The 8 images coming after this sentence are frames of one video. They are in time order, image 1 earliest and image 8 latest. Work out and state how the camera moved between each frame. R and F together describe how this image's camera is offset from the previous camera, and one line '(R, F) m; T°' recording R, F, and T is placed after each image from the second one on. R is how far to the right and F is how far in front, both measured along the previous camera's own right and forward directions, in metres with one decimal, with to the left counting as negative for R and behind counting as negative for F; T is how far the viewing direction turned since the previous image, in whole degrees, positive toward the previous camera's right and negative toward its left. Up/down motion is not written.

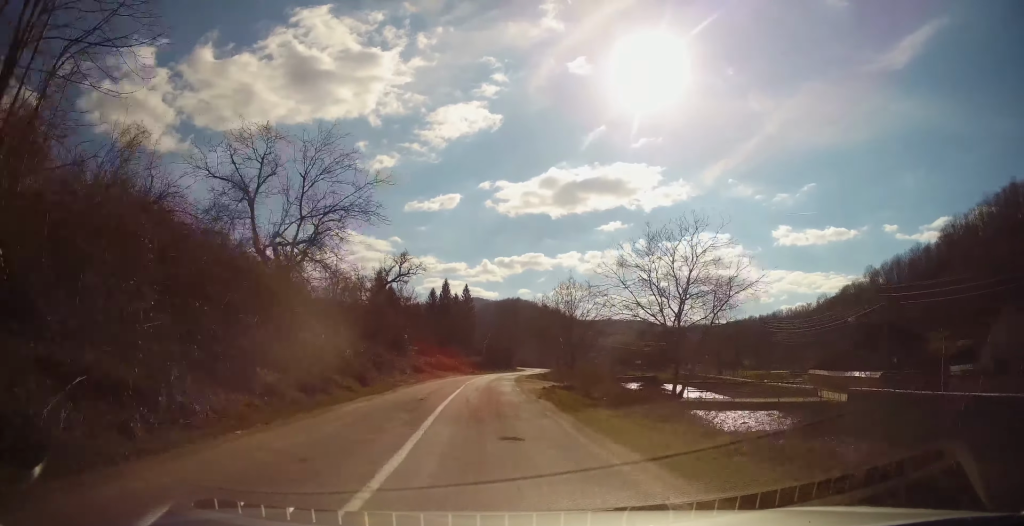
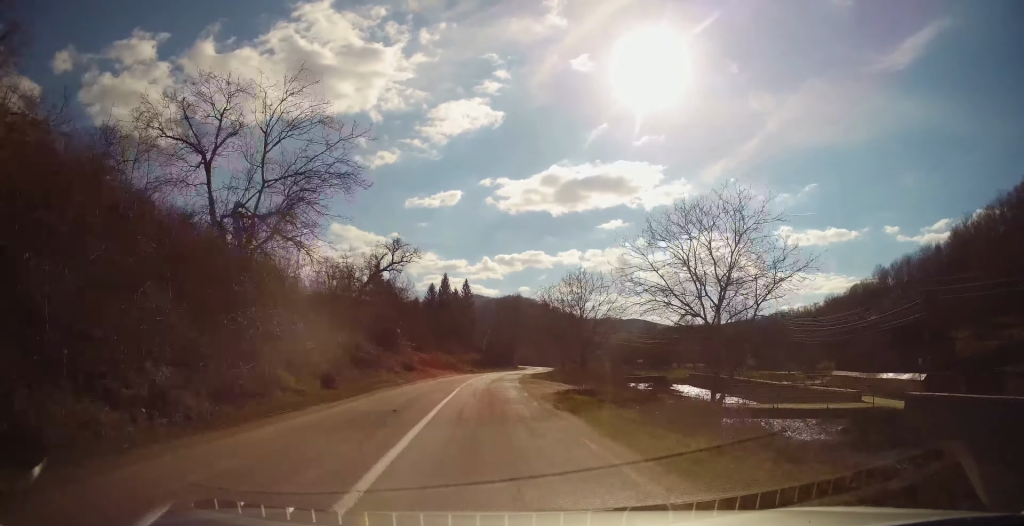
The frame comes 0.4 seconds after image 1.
(0.0, +5.0) m; 0°
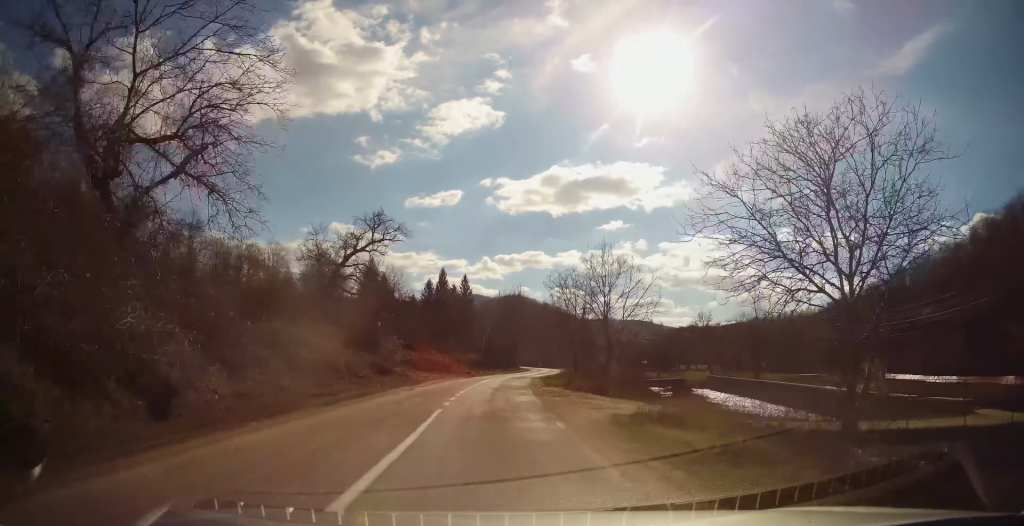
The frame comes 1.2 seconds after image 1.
(0.0, +9.3) m; 0°
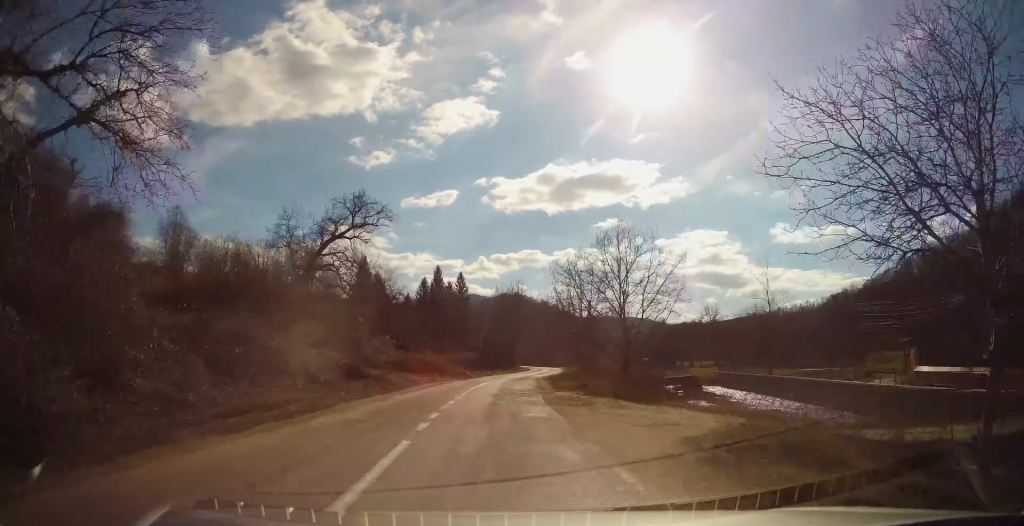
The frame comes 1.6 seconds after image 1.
(0.0, +5.2) m; 0°
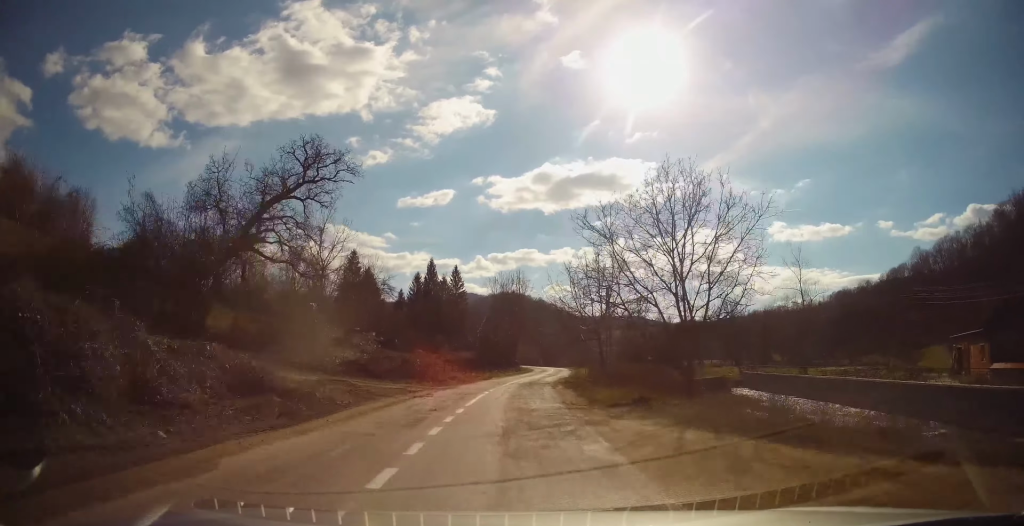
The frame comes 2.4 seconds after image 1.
(+0.1, +9.7) m; +1°
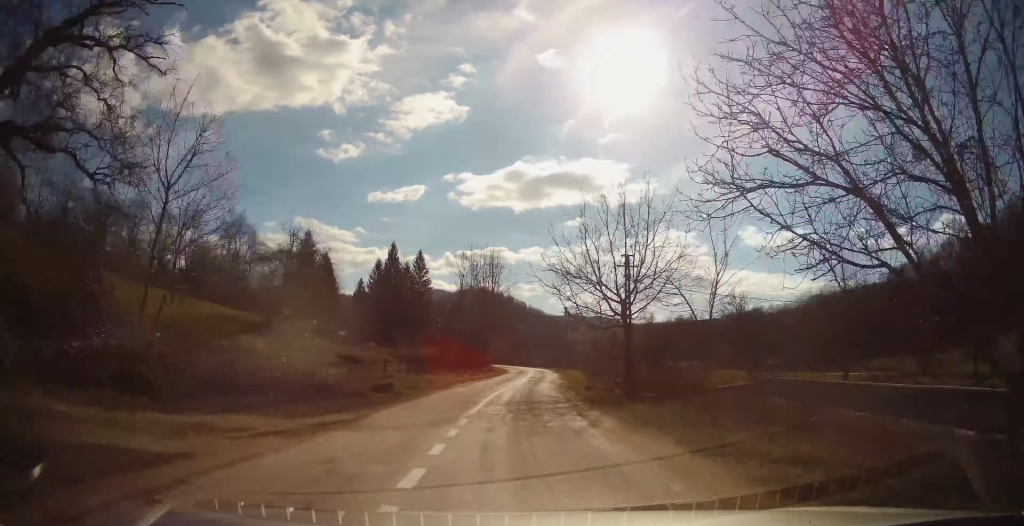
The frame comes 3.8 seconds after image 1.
(+0.4, +15.6) m; +4°
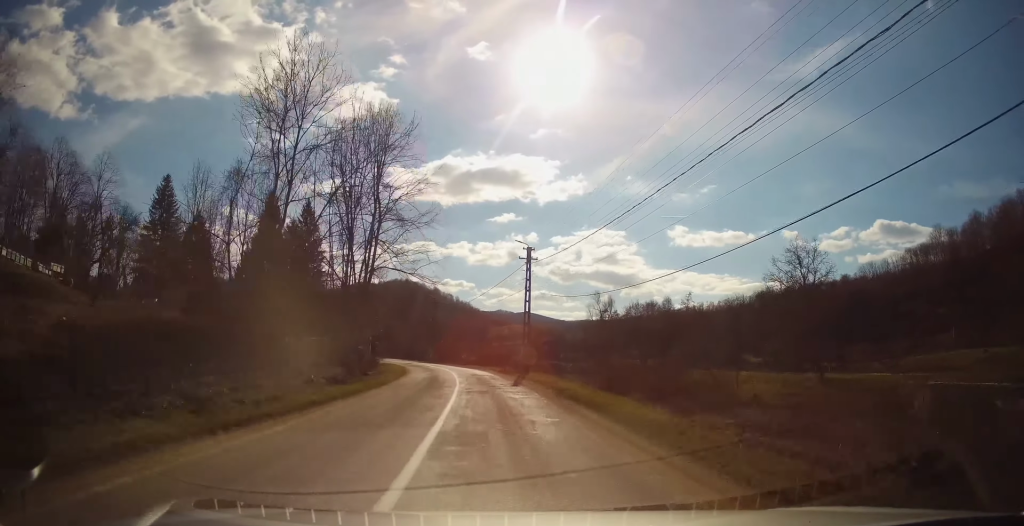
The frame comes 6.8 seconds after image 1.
(+2.6, +36.3) m; +6°
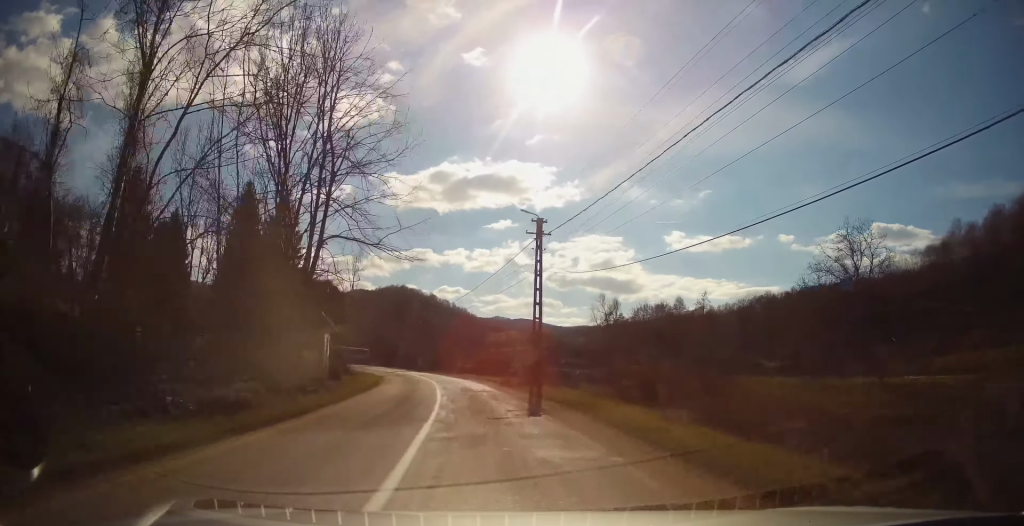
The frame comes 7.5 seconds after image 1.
(0.0, +8.8) m; 0°
